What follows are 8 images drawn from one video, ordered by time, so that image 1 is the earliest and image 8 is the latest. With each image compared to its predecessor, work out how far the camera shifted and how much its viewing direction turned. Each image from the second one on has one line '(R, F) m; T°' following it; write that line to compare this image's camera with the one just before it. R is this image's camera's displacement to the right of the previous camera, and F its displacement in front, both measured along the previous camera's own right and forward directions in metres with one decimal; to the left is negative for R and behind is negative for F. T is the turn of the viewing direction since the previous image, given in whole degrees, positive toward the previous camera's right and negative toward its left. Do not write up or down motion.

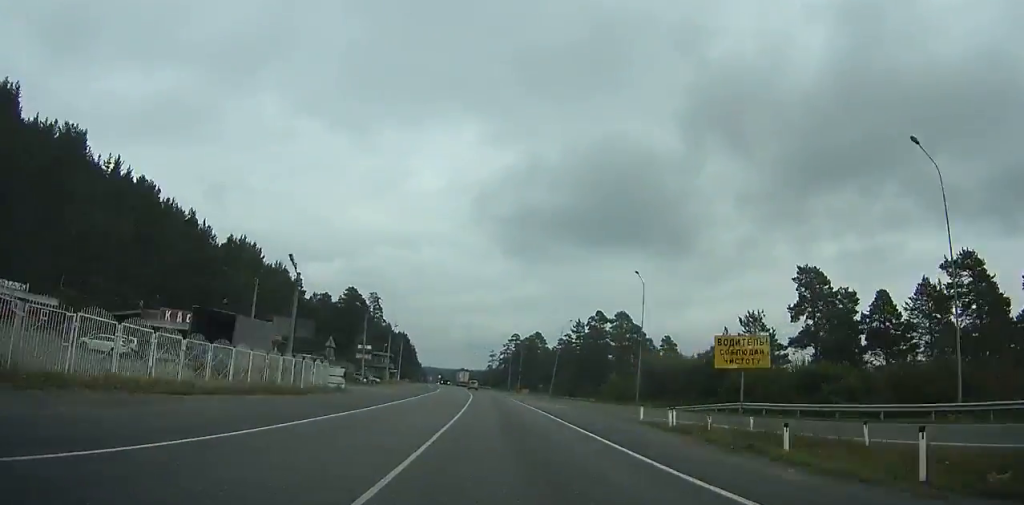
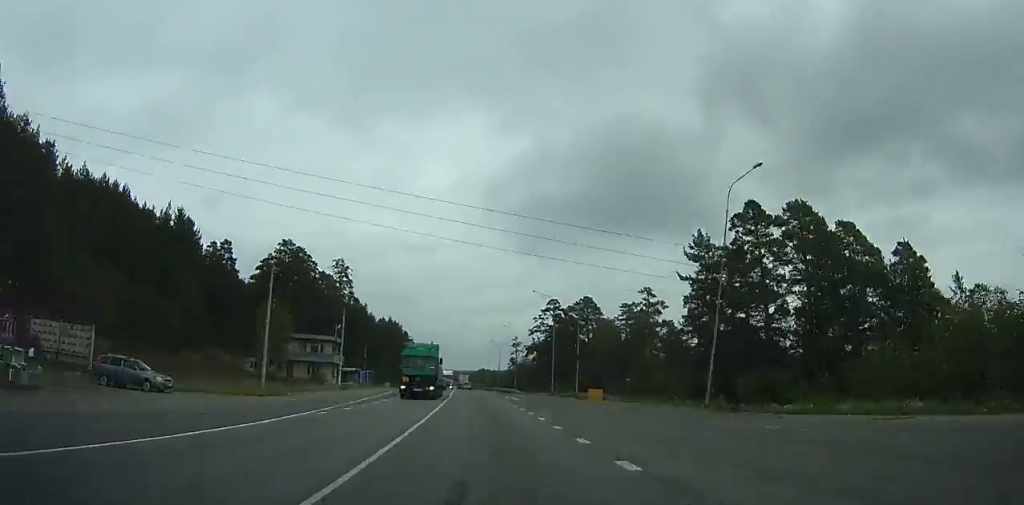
(-0.8, +62.2) m; -2°
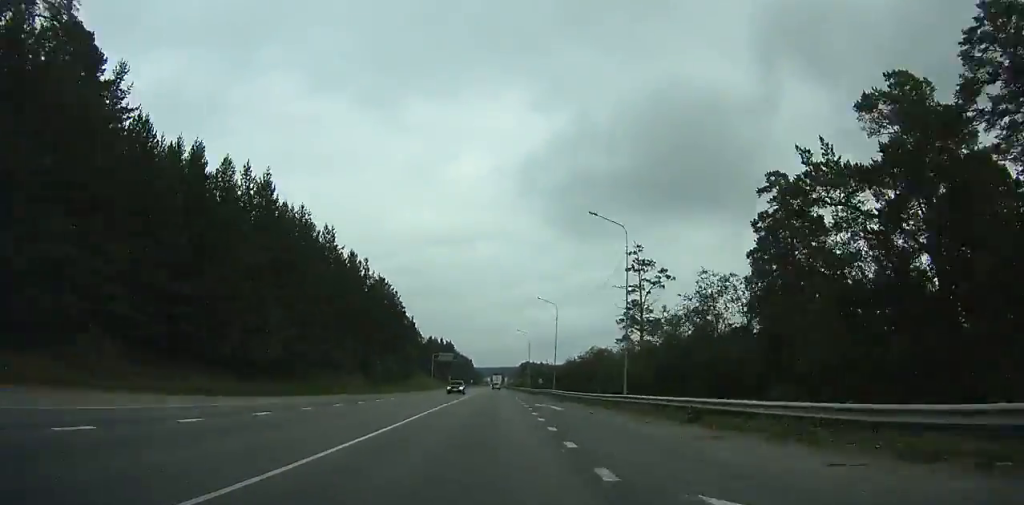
(-5.2, +107.5) m; -4°
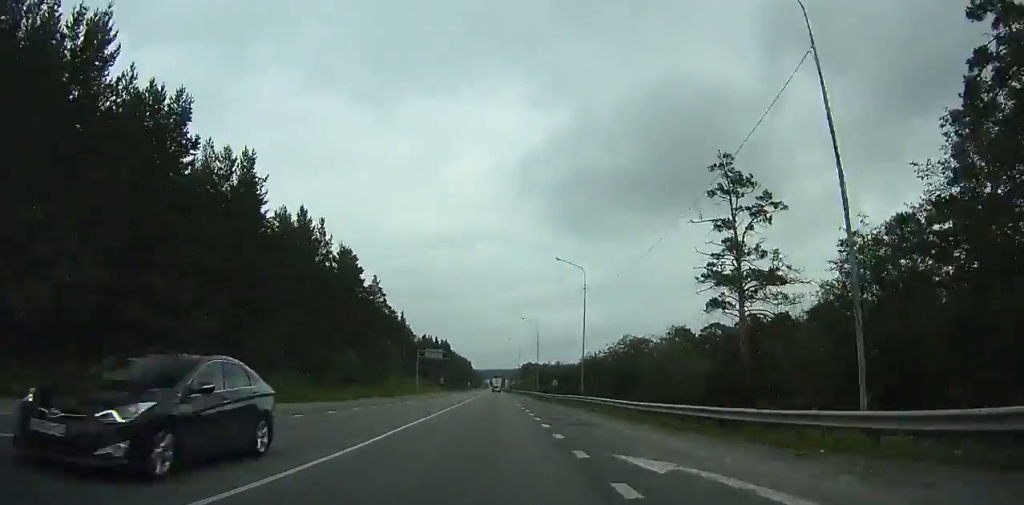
(-0.1, +26.2) m; 0°
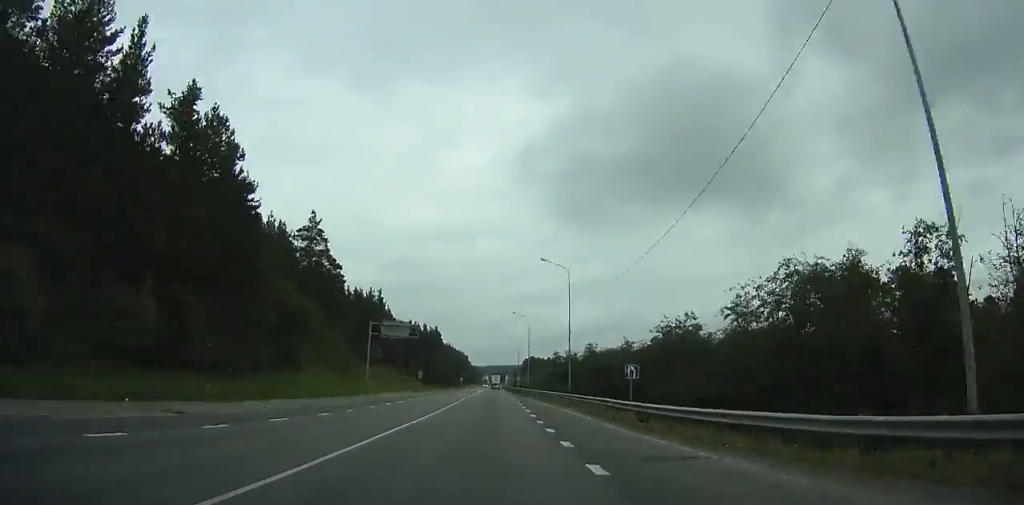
(0.0, +42.5) m; 0°
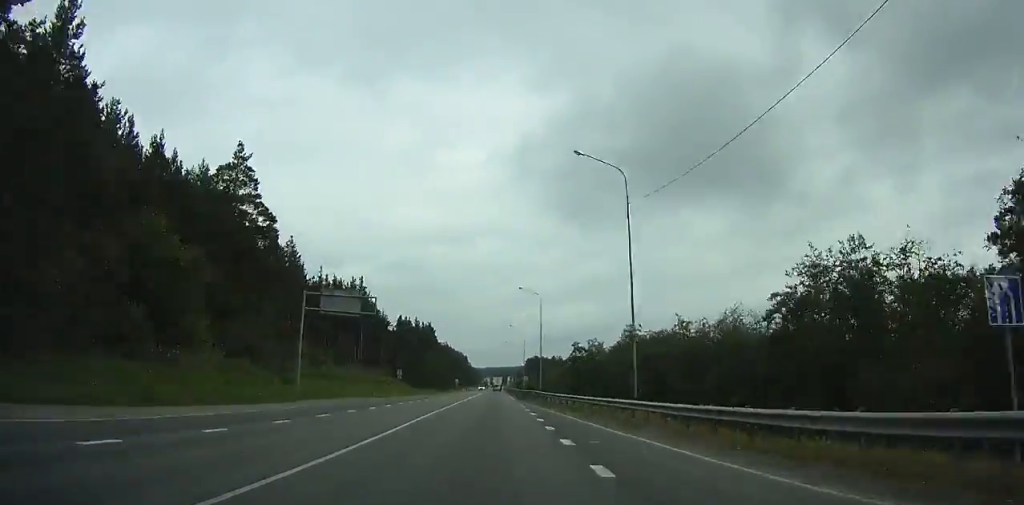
(0.0, +24.8) m; 0°
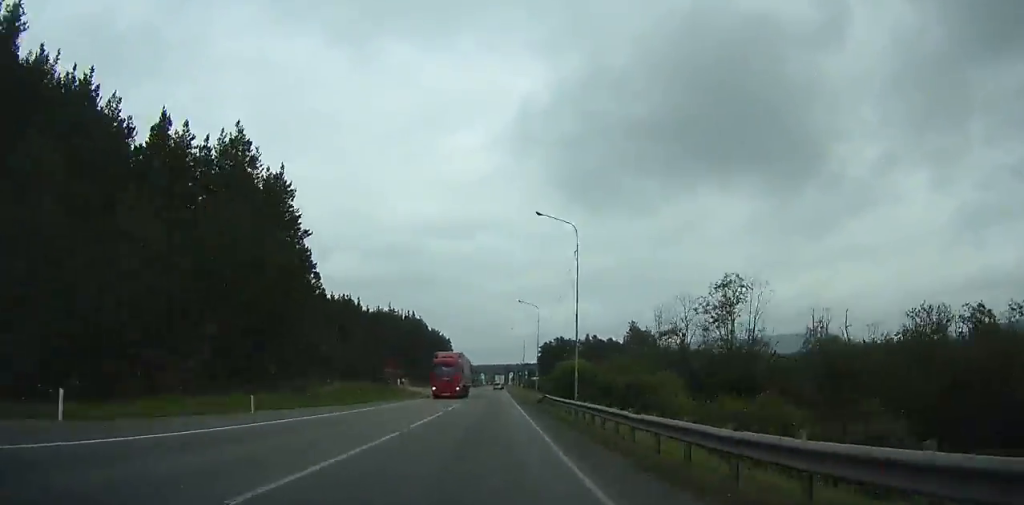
(+0.5, +148.2) m; 0°
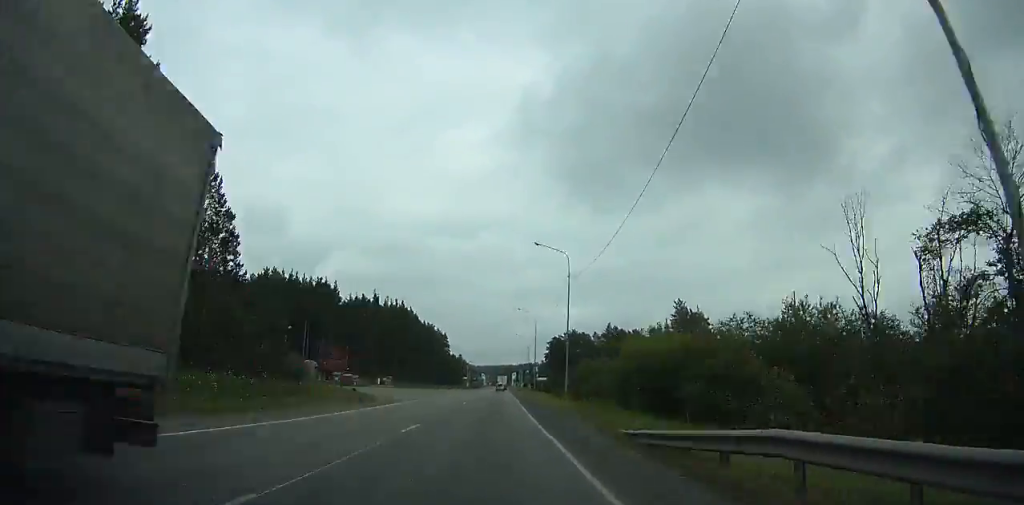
(-0.1, +30.3) m; 0°
